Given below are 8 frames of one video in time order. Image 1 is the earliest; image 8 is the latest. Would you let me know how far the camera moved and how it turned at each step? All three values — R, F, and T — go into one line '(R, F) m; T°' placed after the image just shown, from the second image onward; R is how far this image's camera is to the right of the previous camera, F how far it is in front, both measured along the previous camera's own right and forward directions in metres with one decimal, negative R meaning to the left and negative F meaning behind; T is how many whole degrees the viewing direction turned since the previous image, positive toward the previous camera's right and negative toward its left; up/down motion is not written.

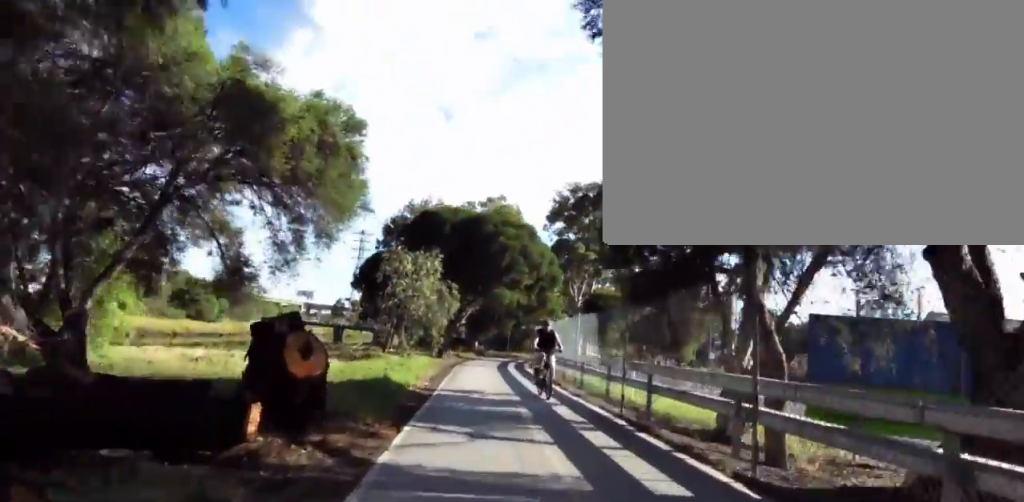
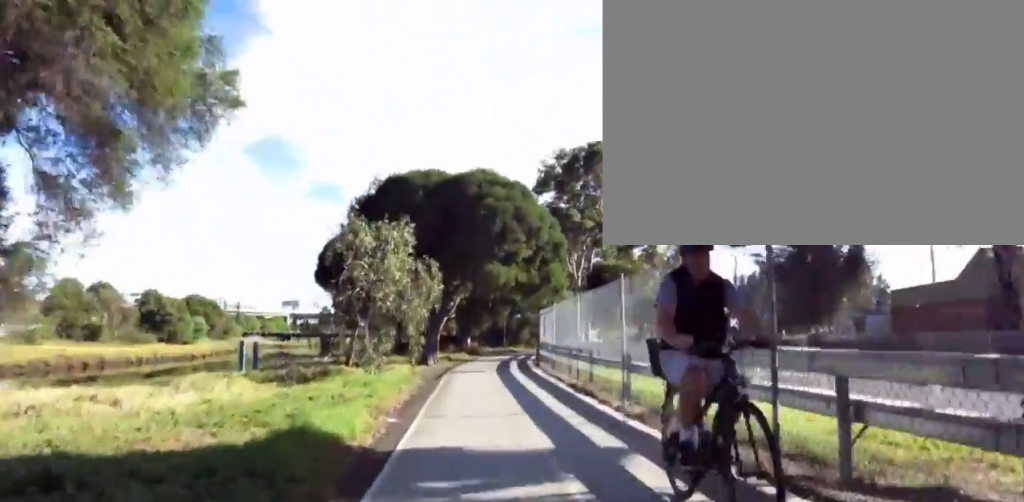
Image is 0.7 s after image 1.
(0.0, +5.9) m; 0°
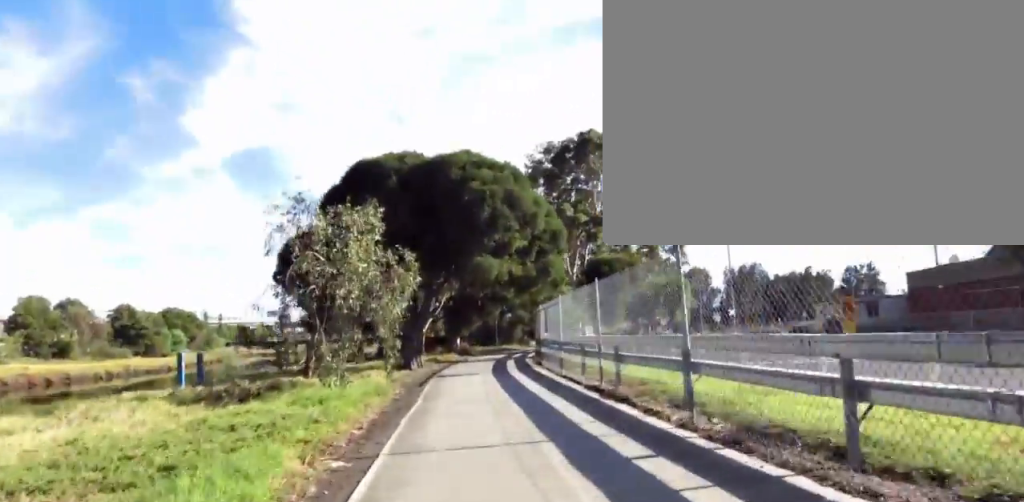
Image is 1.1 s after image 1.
(0.0, +3.7) m; +1°
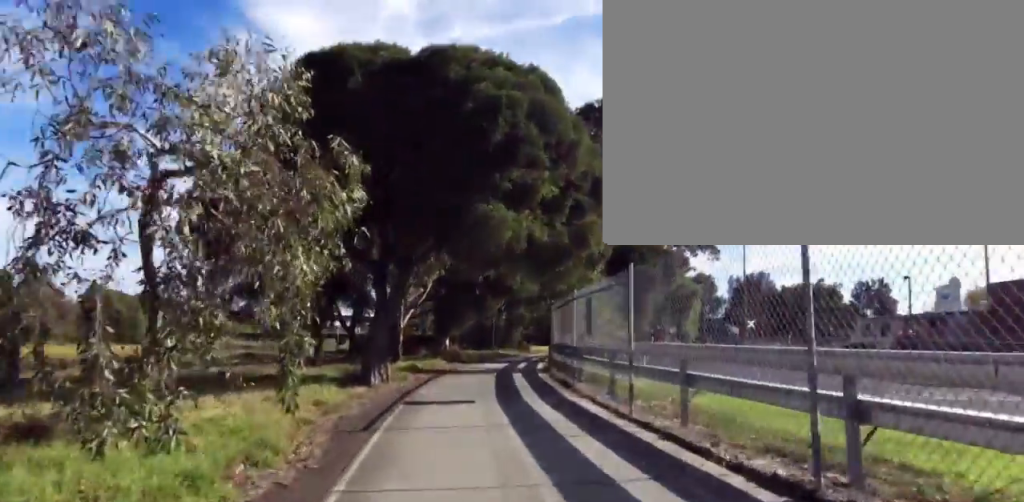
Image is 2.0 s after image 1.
(-0.1, +7.3) m; +7°
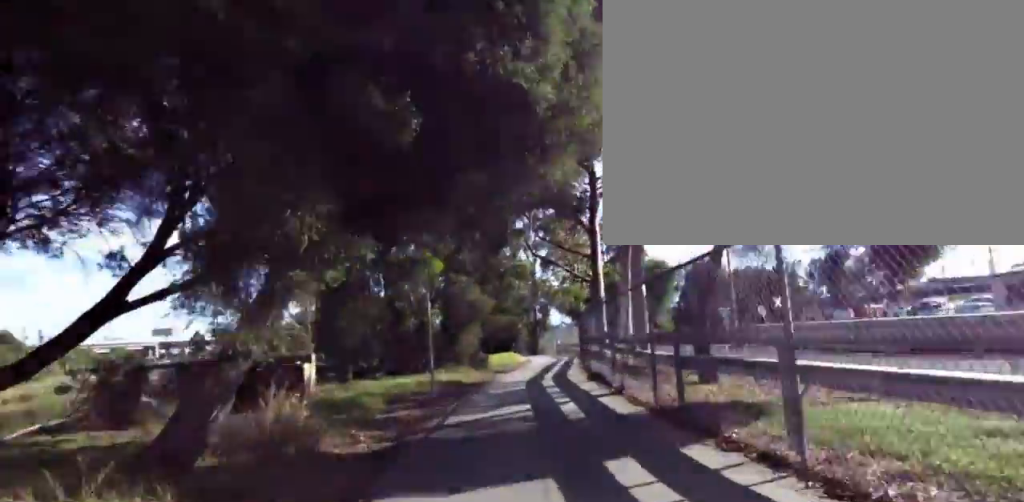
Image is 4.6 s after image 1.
(+3.6, +20.0) m; +14°
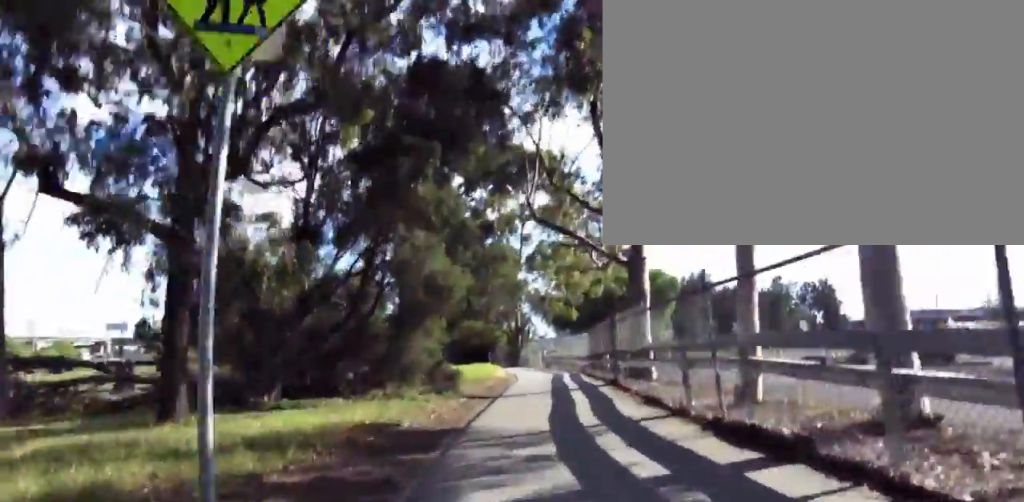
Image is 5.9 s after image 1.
(+0.4, +9.9) m; +3°
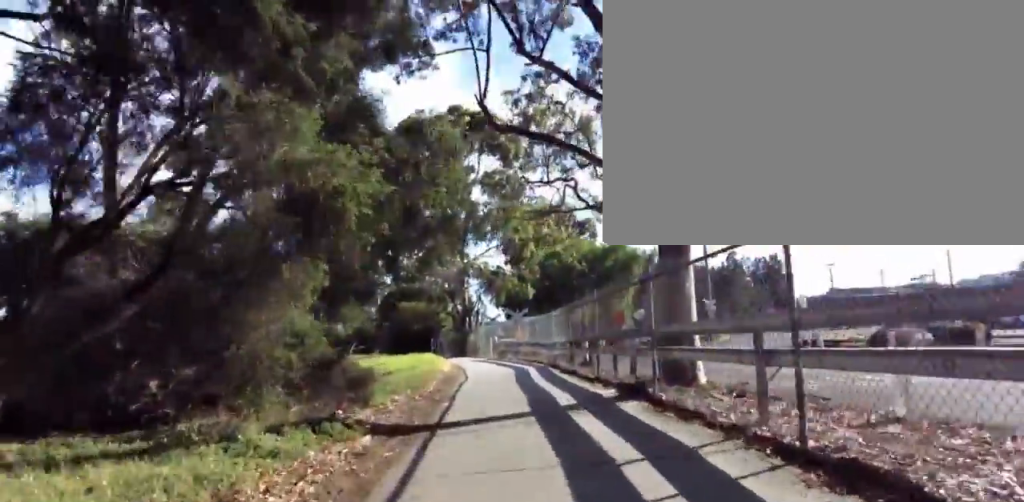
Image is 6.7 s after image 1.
(0.0, +6.5) m; +2°
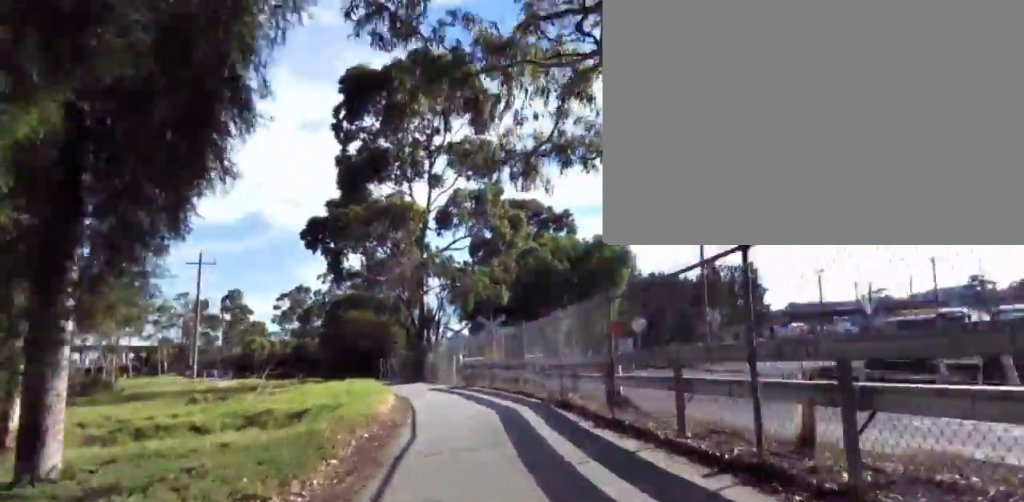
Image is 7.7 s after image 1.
(+0.2, +7.4) m; -4°
